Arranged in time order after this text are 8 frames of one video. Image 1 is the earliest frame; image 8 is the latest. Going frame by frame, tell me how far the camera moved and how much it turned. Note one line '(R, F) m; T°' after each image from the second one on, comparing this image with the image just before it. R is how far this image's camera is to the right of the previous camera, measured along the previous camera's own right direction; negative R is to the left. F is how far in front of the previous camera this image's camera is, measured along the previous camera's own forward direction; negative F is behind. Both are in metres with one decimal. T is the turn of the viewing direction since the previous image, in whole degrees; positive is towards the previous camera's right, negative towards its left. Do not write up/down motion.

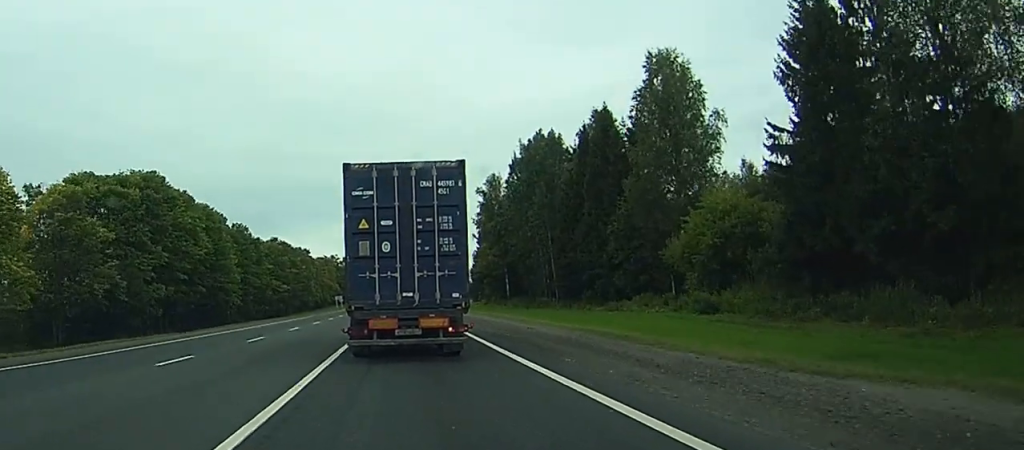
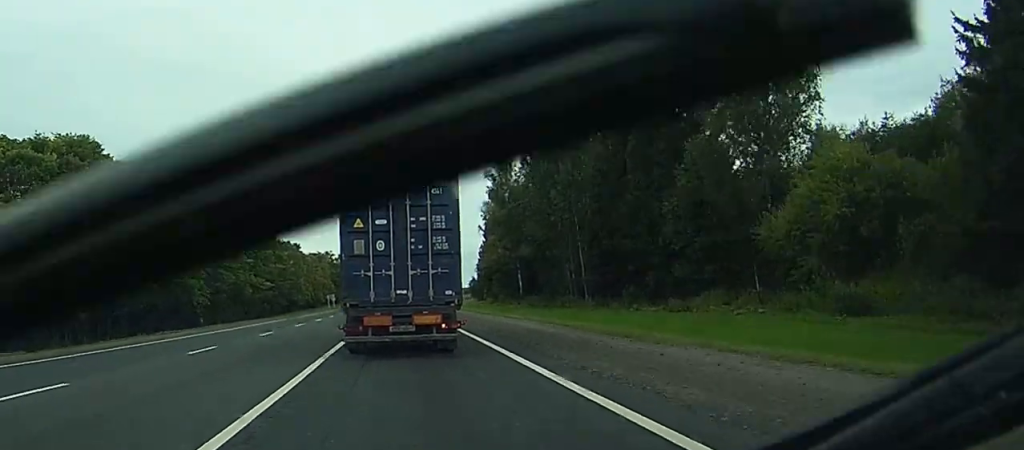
(+0.1, +20.5) m; 0°
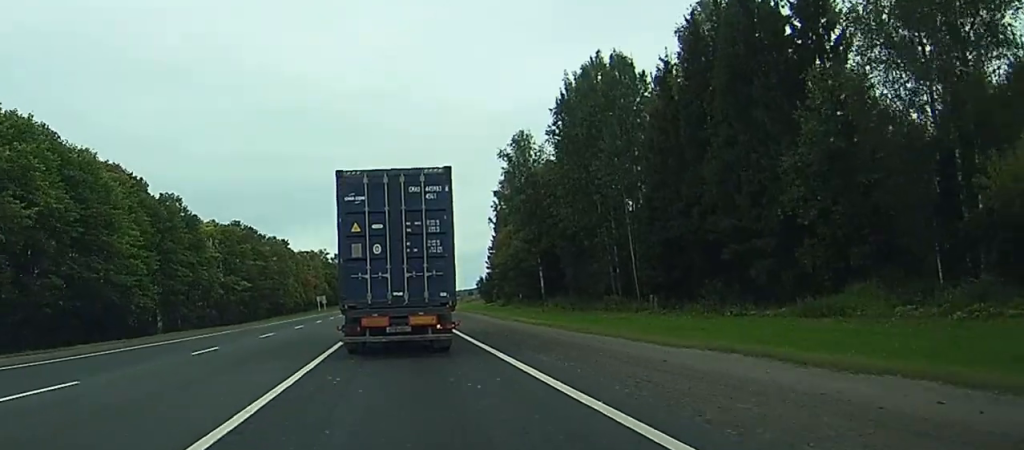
(+0.1, +23.2) m; 0°
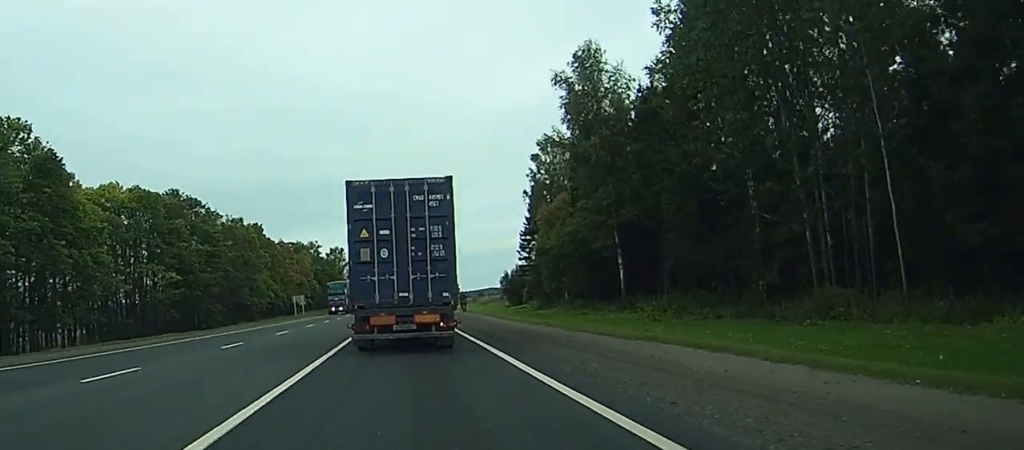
(-0.2, +44.6) m; 0°
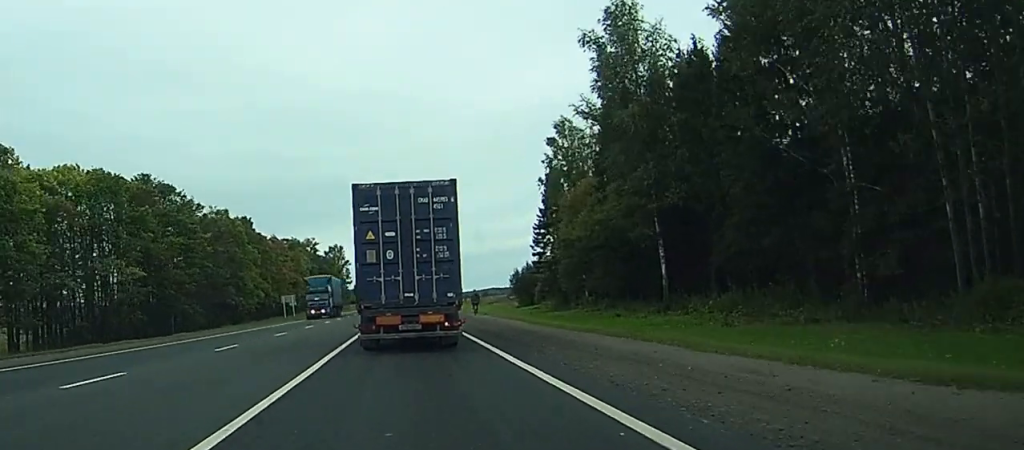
(0.0, +13.1) m; 0°
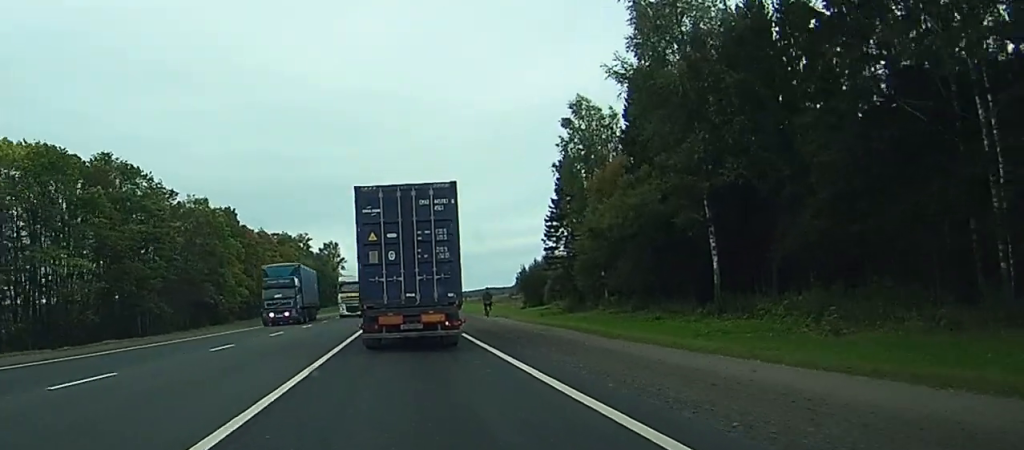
(0.0, +12.4) m; 0°
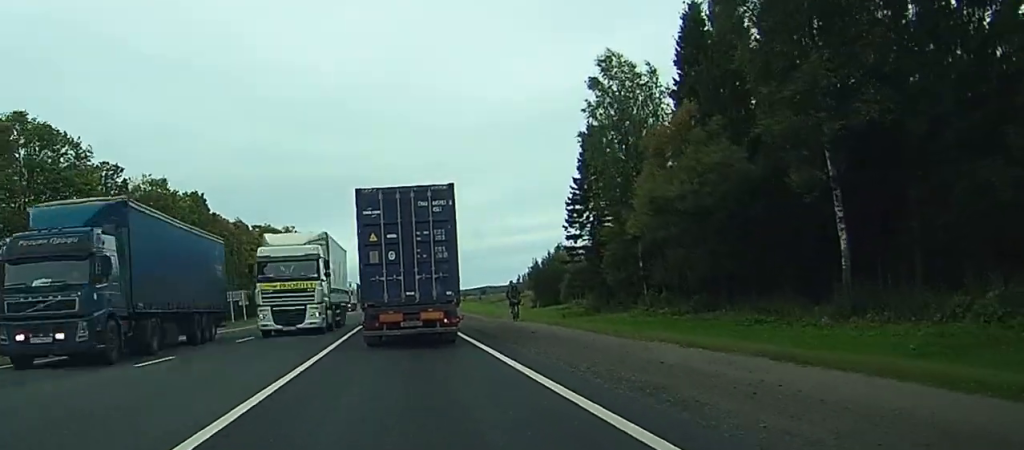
(0.0, +18.7) m; 0°
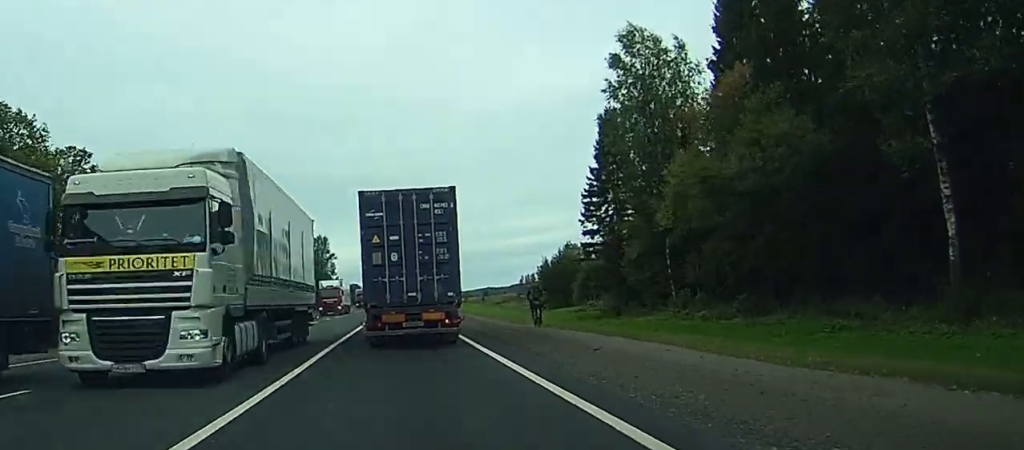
(0.0, +9.0) m; 0°
